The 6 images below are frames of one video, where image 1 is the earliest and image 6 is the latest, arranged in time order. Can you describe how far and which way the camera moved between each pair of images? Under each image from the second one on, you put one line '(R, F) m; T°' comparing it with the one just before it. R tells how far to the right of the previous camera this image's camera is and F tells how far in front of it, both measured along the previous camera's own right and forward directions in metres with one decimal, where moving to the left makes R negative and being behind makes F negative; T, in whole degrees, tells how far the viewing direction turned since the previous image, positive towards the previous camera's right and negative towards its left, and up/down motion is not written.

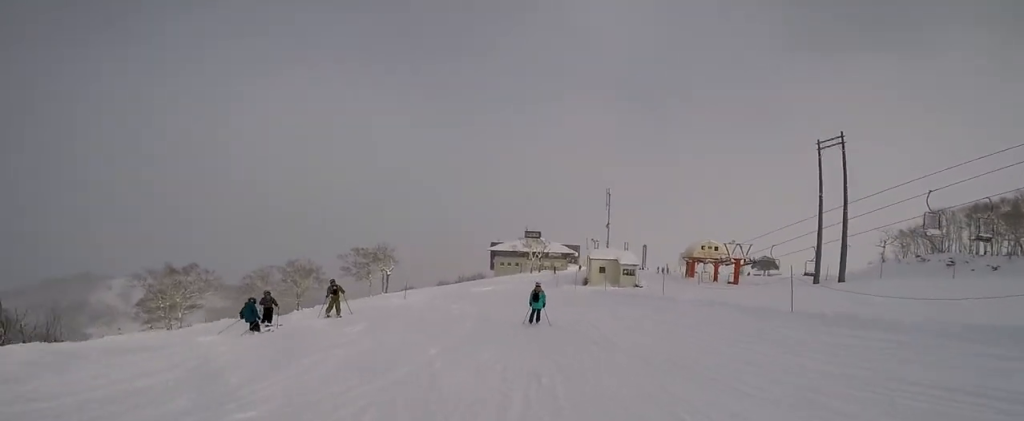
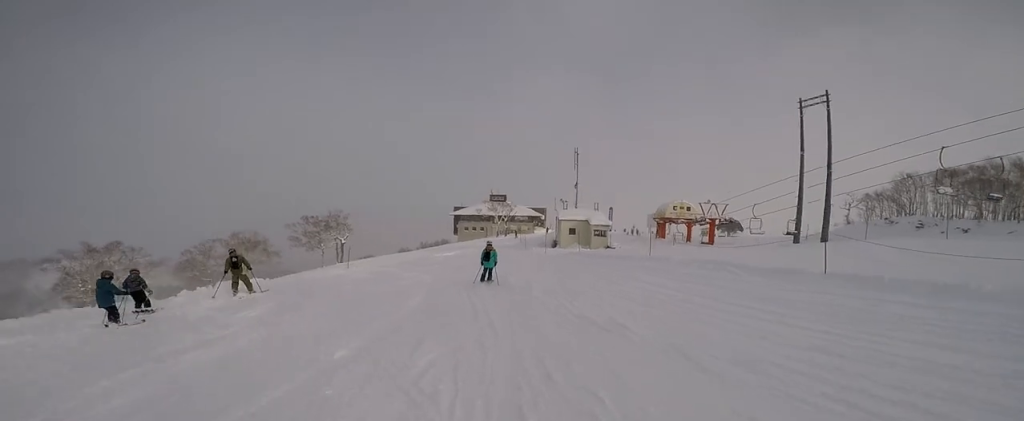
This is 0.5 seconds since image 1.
(0.0, +3.2) m; +4°
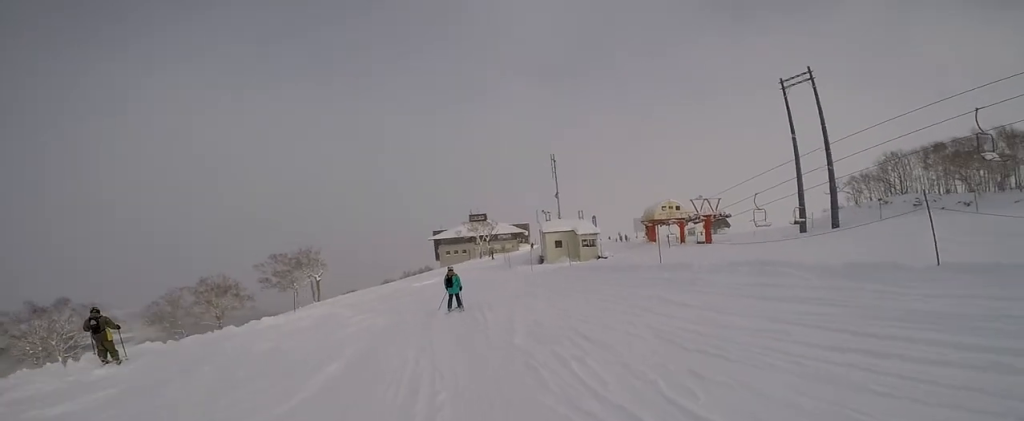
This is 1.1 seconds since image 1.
(+0.6, +3.9) m; +7°
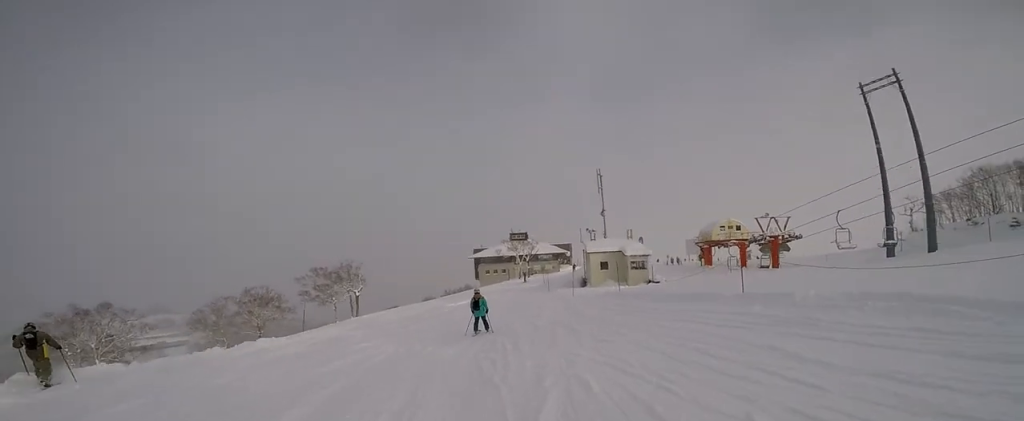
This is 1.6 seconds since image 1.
(+0.1, +3.0) m; +2°
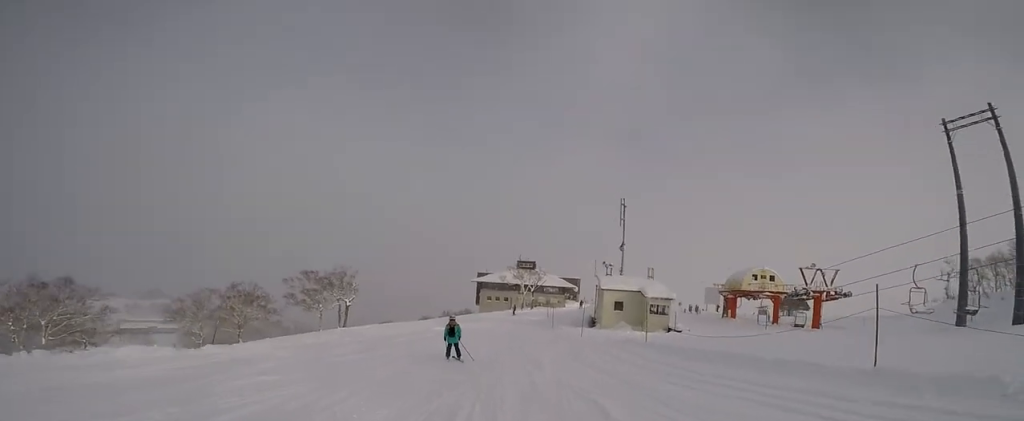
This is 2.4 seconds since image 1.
(0.0, +4.8) m; 0°
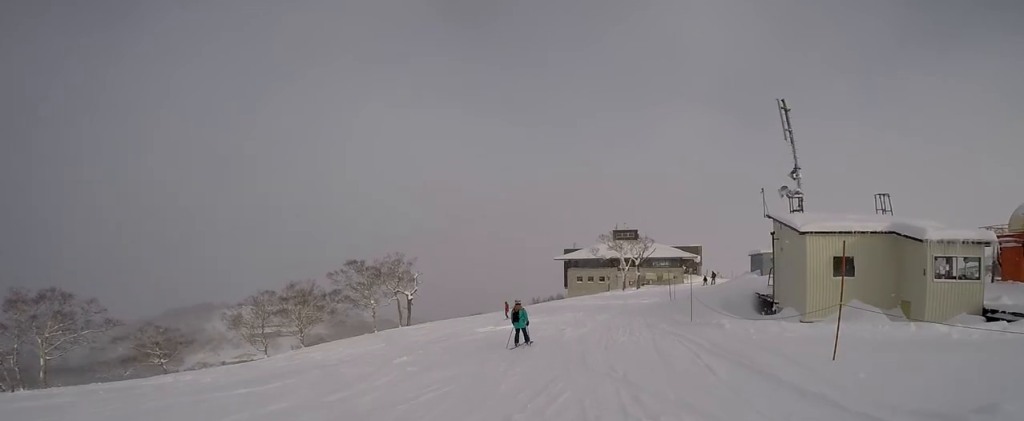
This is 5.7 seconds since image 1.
(-3.1, +15.8) m; -18°
